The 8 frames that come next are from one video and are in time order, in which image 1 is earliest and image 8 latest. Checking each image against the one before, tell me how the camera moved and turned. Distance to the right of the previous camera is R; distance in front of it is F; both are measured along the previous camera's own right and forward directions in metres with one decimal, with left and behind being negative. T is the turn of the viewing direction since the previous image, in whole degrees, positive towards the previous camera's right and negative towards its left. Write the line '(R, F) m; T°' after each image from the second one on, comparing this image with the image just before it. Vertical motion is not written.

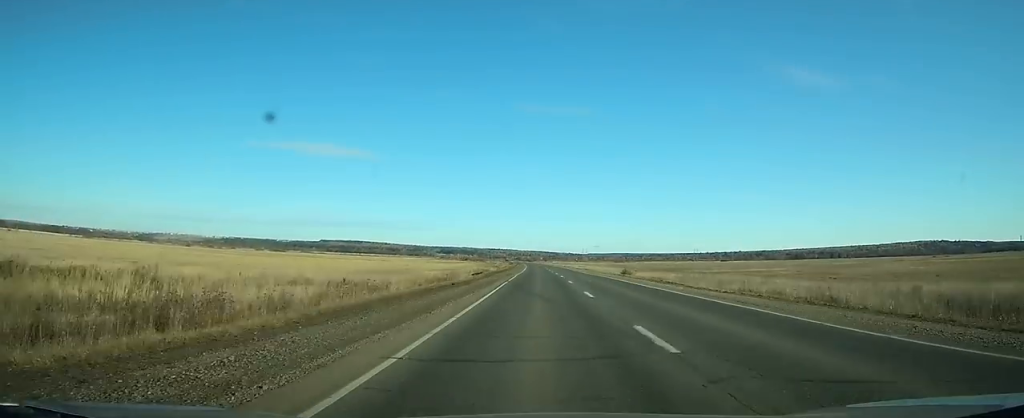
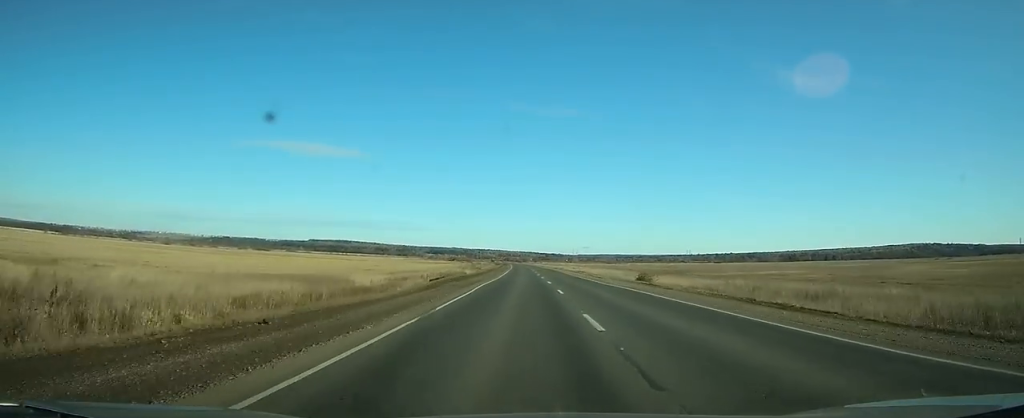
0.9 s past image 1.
(-0.1, +20.0) m; 0°
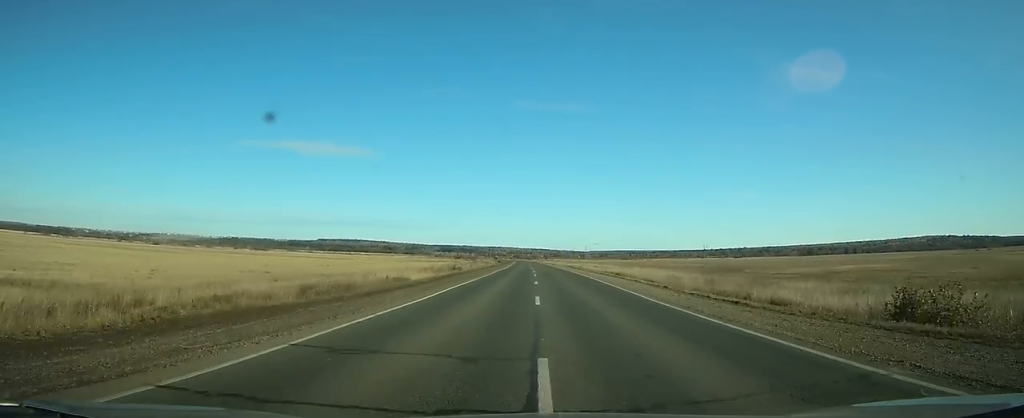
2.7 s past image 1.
(+0.2, +40.3) m; 0°
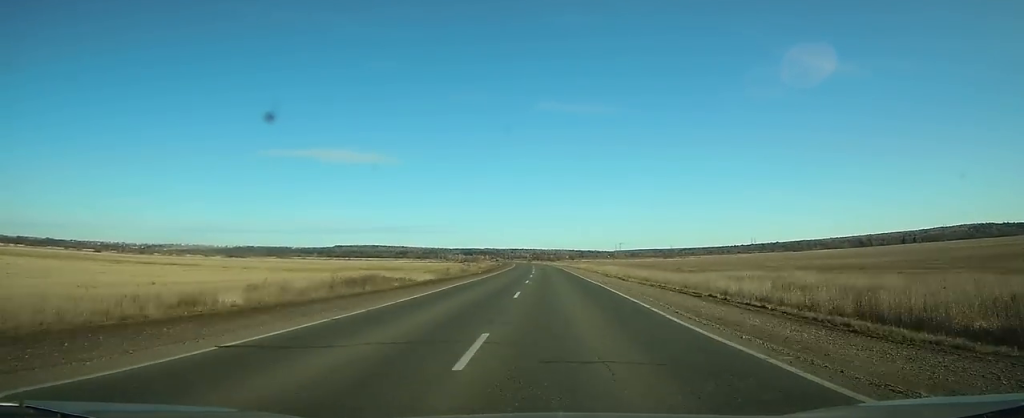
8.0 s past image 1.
(-1.5, +126.7) m; -2°
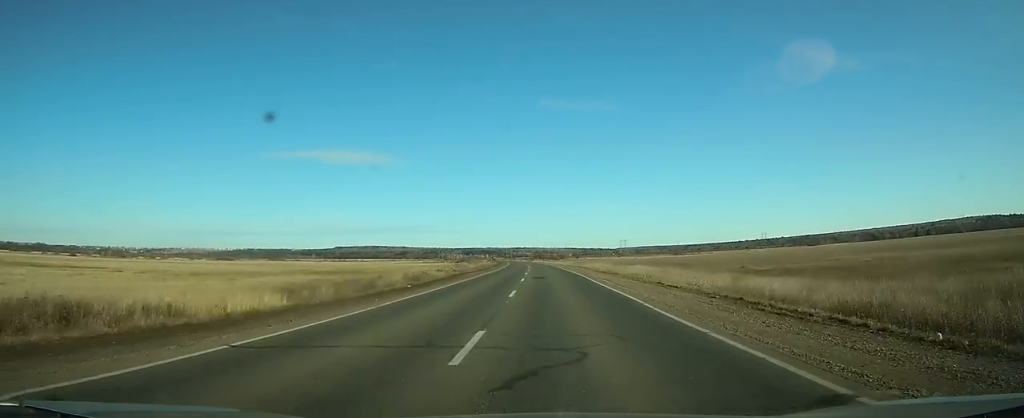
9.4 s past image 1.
(-0.3, +35.1) m; -1°
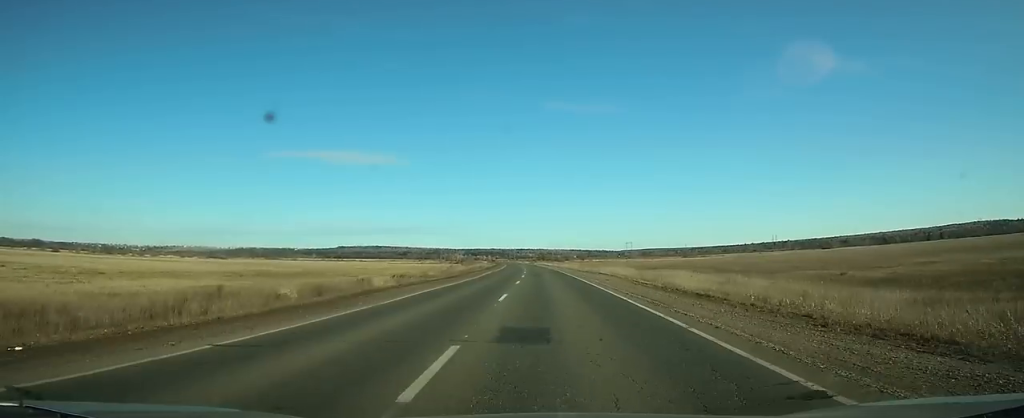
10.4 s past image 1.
(-0.3, +25.3) m; -1°
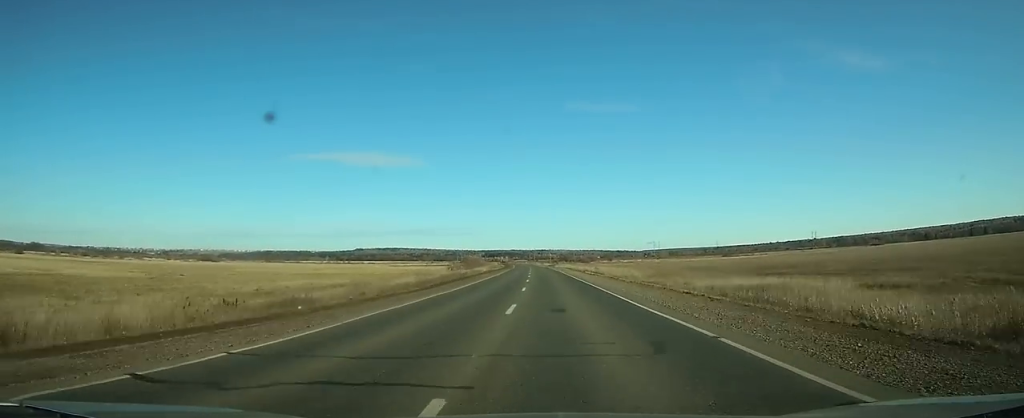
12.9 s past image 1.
(-0.6, +62.7) m; -1°
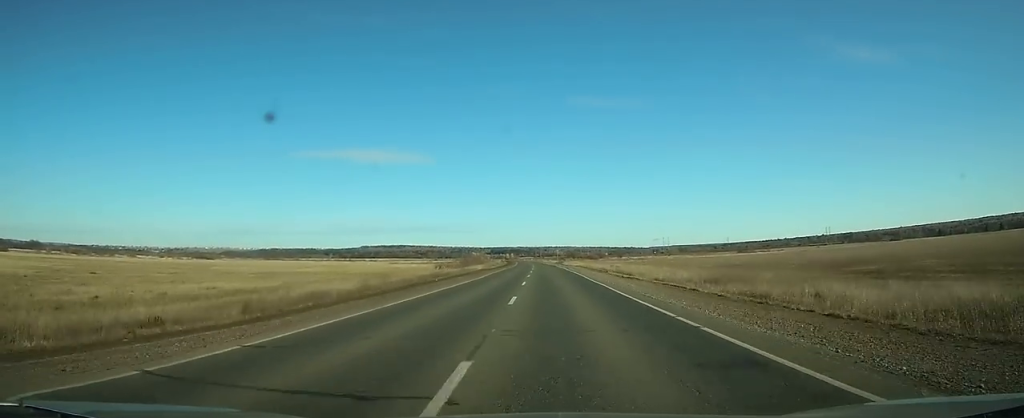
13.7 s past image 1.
(0.0, +22.1) m; 0°
